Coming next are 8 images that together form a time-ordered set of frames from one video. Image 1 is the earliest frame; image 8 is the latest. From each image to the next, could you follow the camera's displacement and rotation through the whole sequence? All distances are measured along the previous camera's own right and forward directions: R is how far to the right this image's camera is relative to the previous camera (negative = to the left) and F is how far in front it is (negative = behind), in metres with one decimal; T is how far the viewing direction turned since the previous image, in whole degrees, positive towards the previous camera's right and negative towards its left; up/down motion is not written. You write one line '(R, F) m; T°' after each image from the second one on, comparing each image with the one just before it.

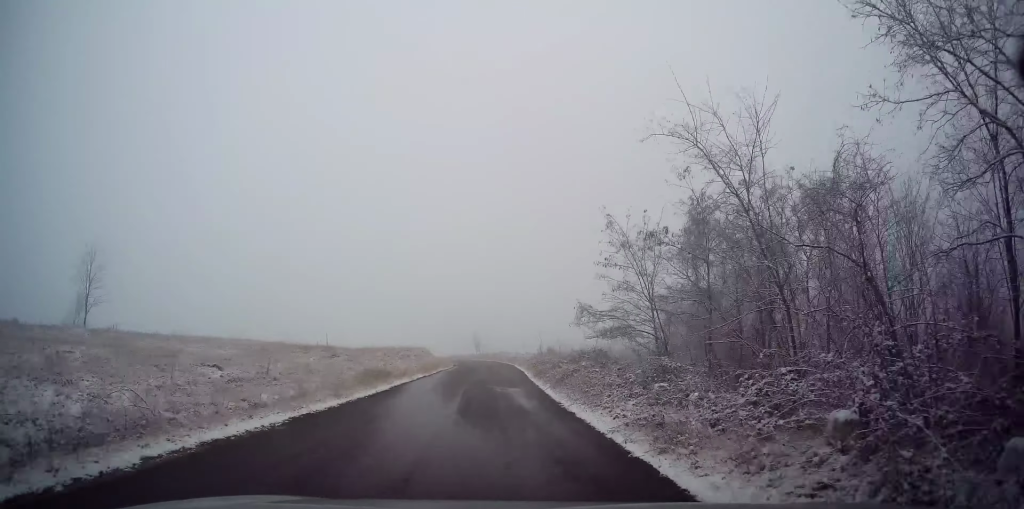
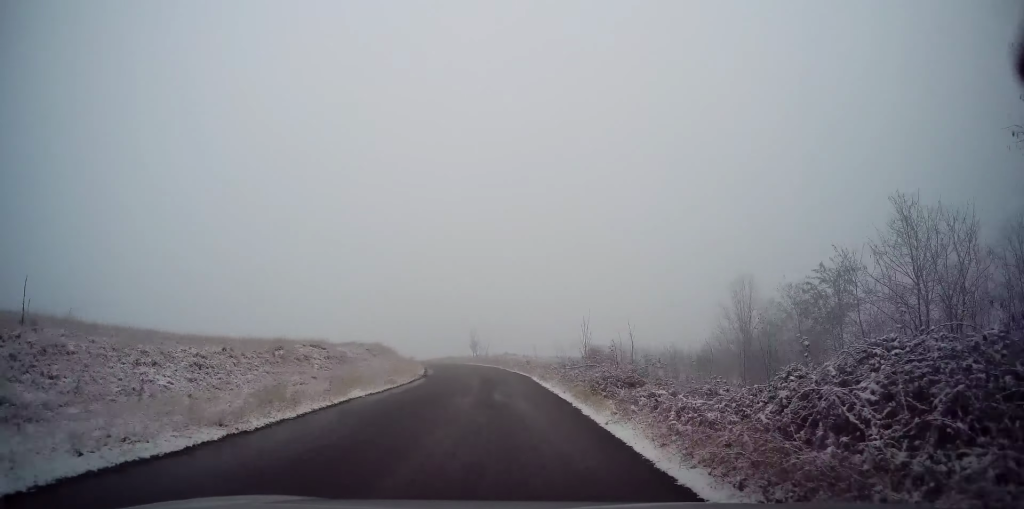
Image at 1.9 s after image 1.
(-0.8, +22.6) m; -4°
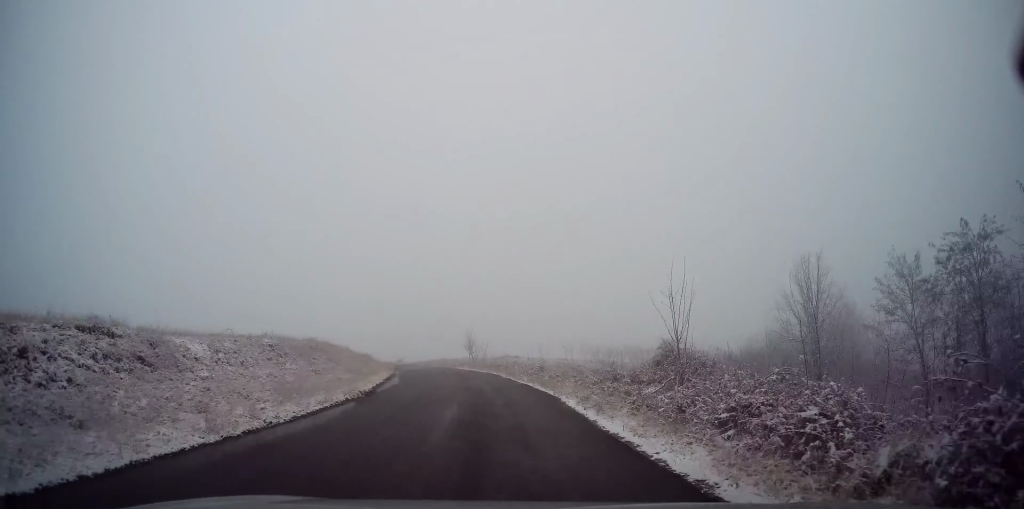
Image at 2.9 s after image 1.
(-0.4, +12.2) m; 0°
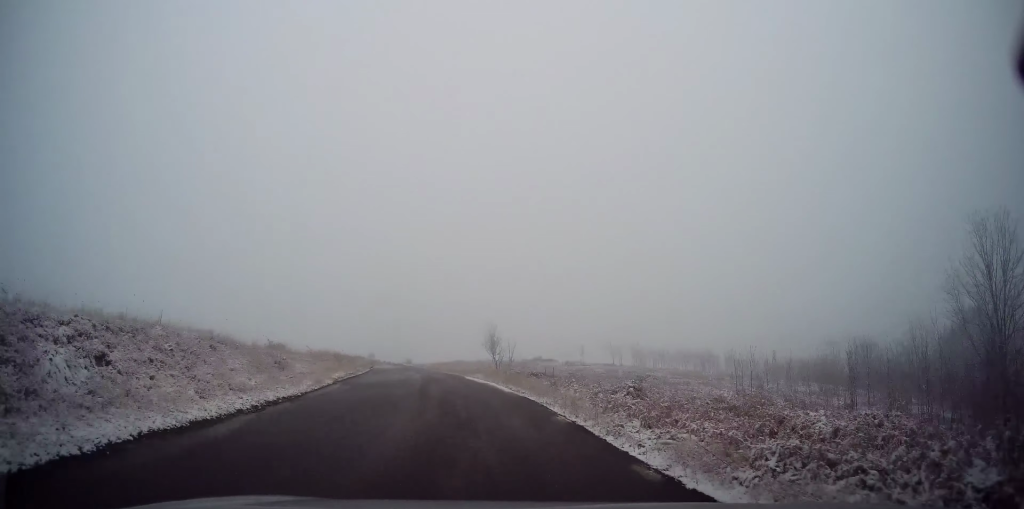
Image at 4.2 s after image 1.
(+0.2, +15.9) m; -1°
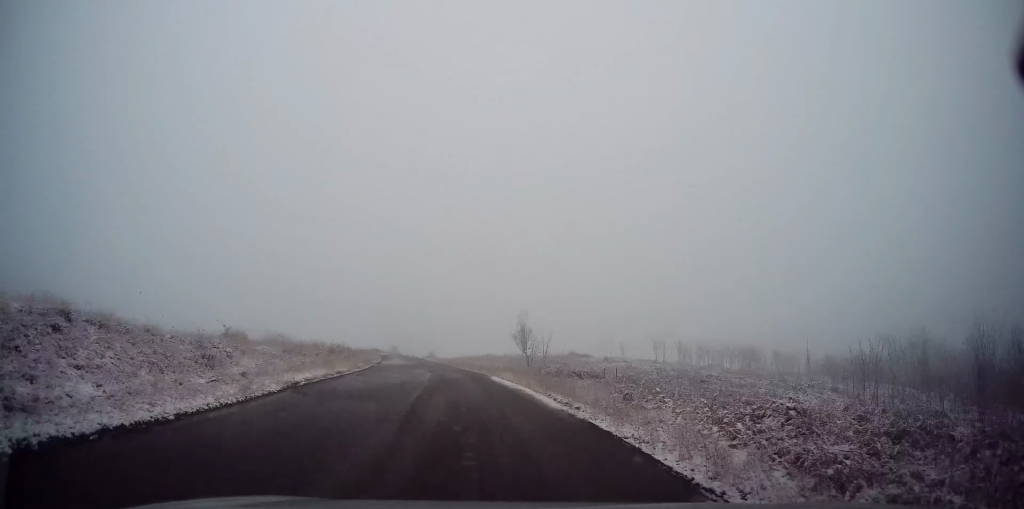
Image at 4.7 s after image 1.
(-0.1, +6.2) m; -2°
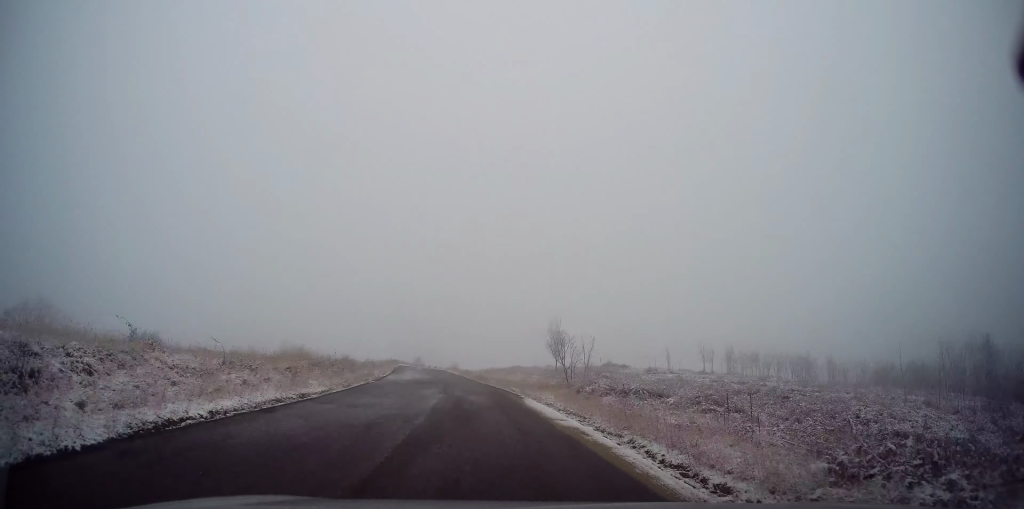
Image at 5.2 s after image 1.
(-0.1, +6.2) m; -2°
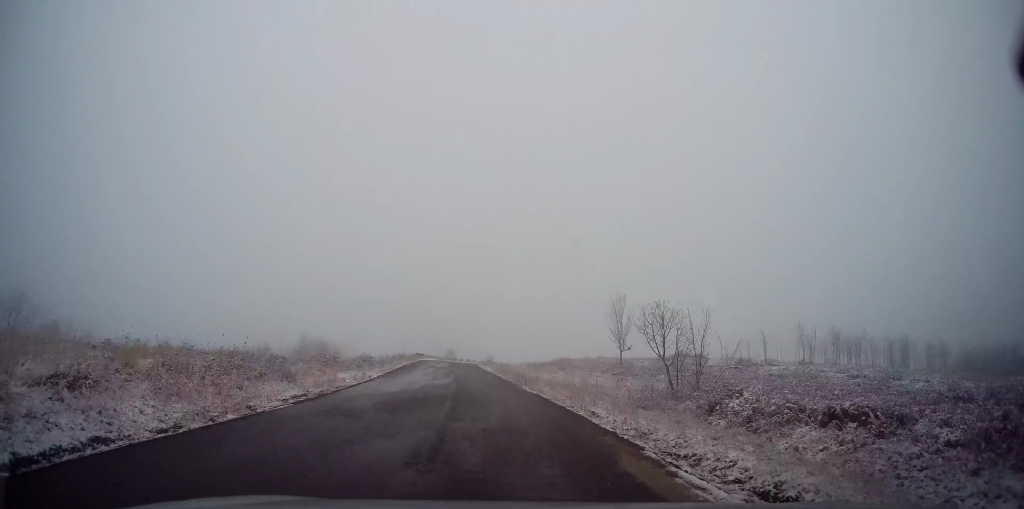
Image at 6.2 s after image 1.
(-0.4, +12.0) m; -5°
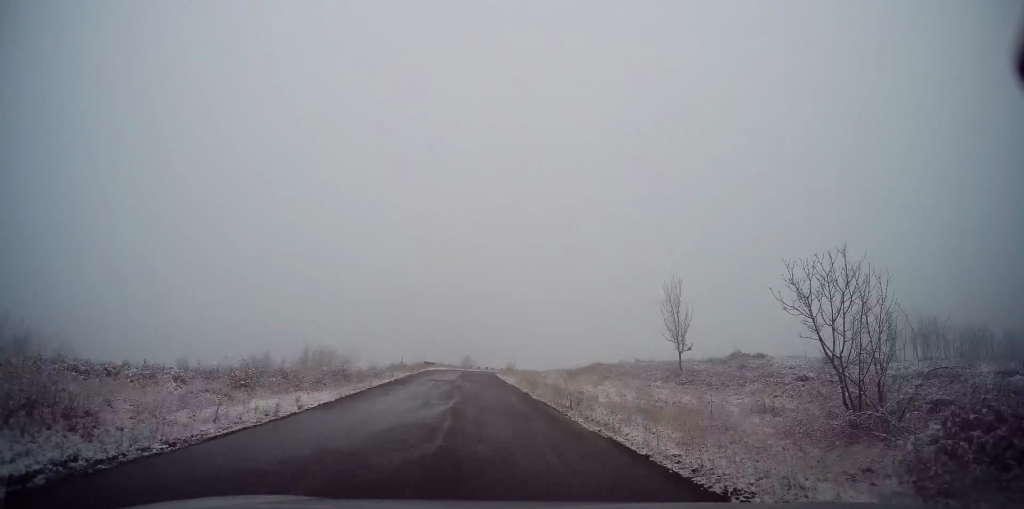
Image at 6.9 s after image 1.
(-0.5, +8.6) m; -3°
